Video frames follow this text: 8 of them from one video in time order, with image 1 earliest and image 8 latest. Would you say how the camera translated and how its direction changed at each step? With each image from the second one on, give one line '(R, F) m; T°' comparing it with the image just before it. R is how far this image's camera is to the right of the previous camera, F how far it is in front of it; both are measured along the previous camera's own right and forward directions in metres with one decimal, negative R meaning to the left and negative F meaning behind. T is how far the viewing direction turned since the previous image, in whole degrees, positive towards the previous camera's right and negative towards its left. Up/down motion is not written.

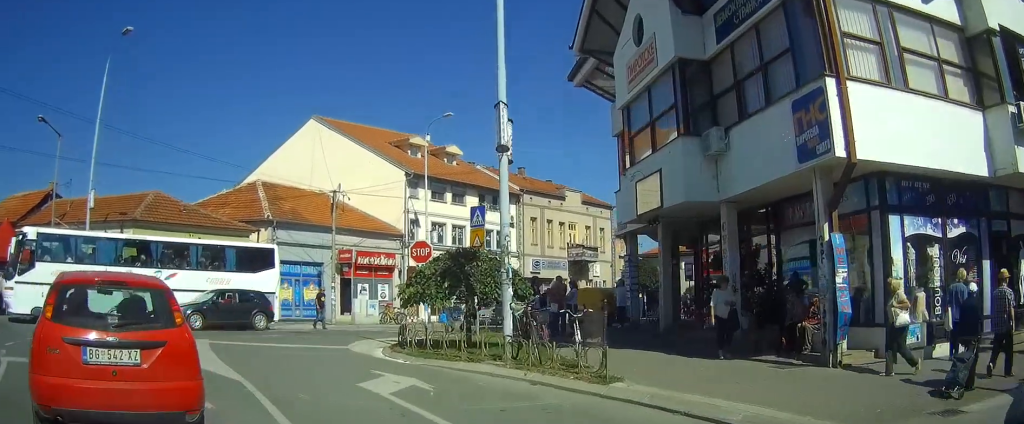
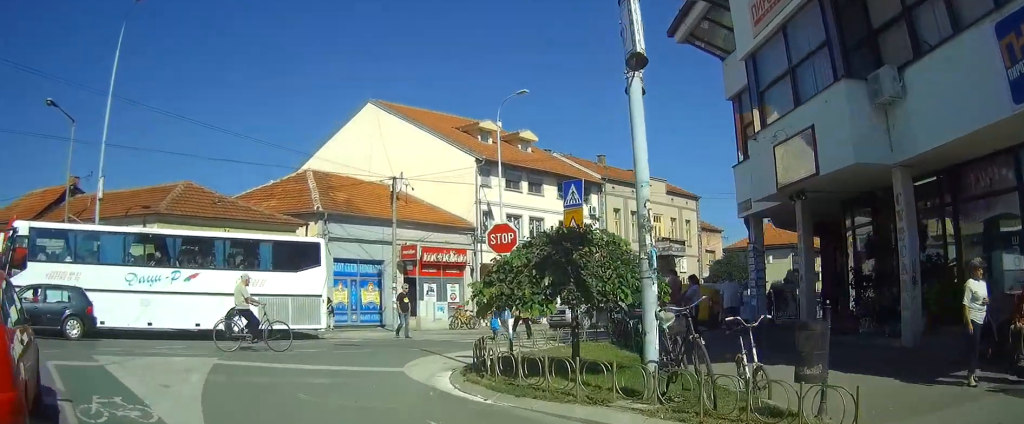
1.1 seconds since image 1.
(-0.1, +4.5) m; -7°
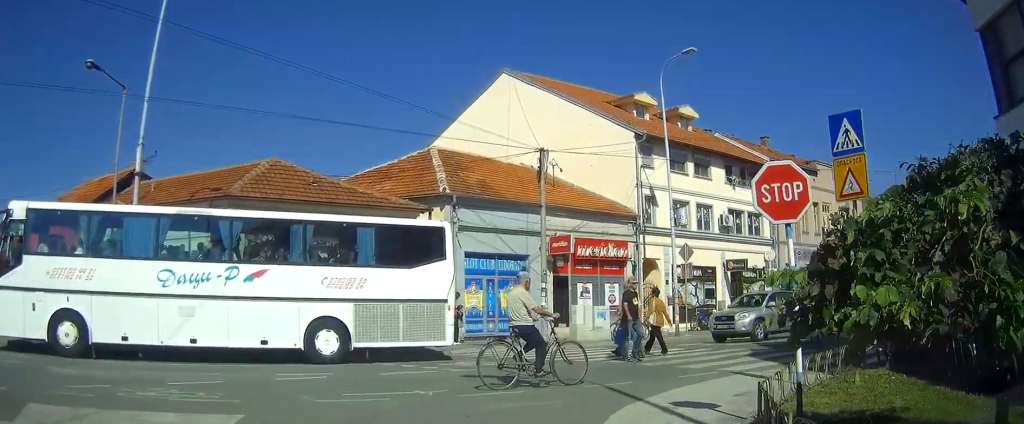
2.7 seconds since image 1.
(-0.7, +5.7) m; -9°
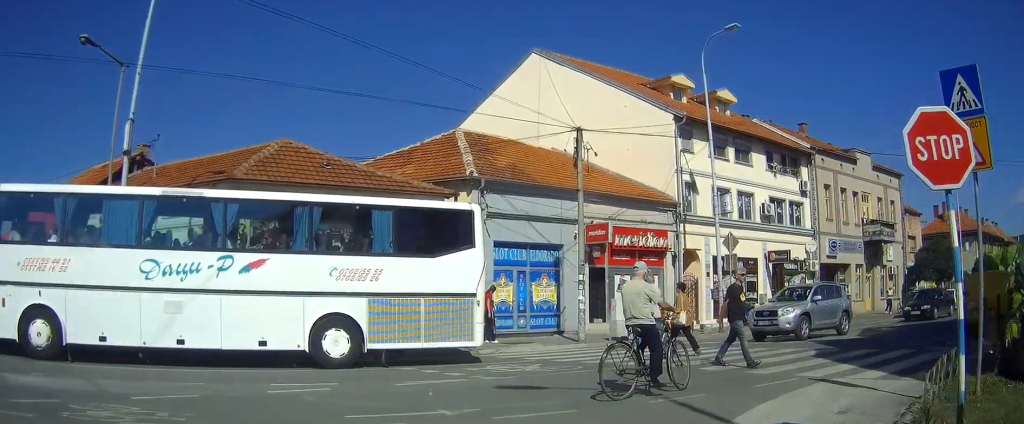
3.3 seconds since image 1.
(0.0, +2.1) m; +1°
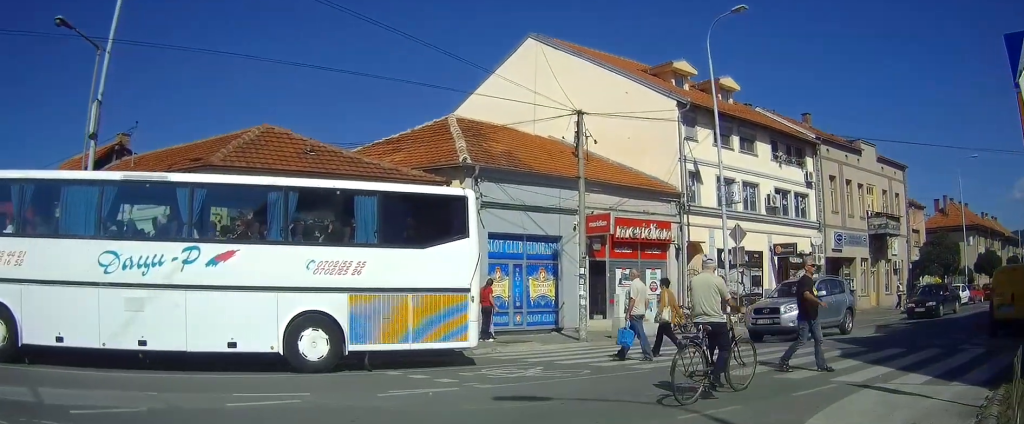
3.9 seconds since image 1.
(0.0, +1.5) m; +3°
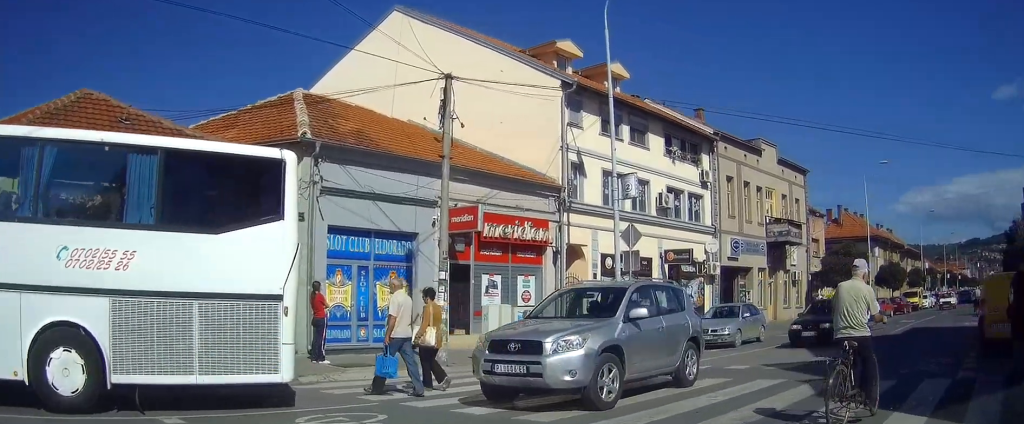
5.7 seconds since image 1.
(+0.7, +4.5) m; +21°
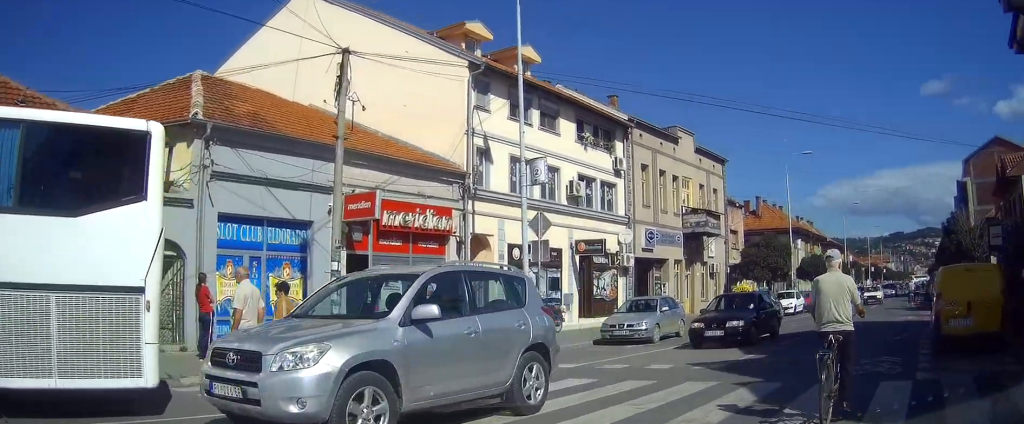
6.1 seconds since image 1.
(0.0, +1.2) m; +6°
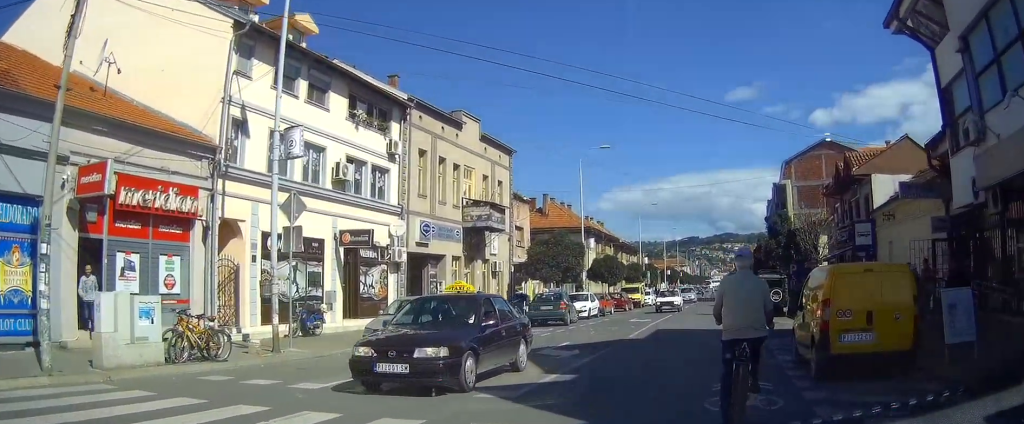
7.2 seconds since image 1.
(+0.2, +2.7) m; +5°
